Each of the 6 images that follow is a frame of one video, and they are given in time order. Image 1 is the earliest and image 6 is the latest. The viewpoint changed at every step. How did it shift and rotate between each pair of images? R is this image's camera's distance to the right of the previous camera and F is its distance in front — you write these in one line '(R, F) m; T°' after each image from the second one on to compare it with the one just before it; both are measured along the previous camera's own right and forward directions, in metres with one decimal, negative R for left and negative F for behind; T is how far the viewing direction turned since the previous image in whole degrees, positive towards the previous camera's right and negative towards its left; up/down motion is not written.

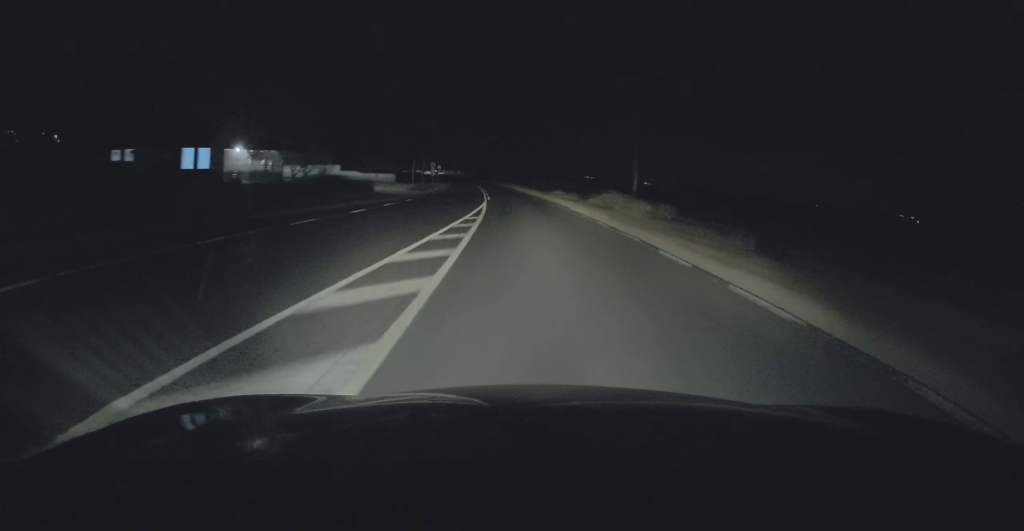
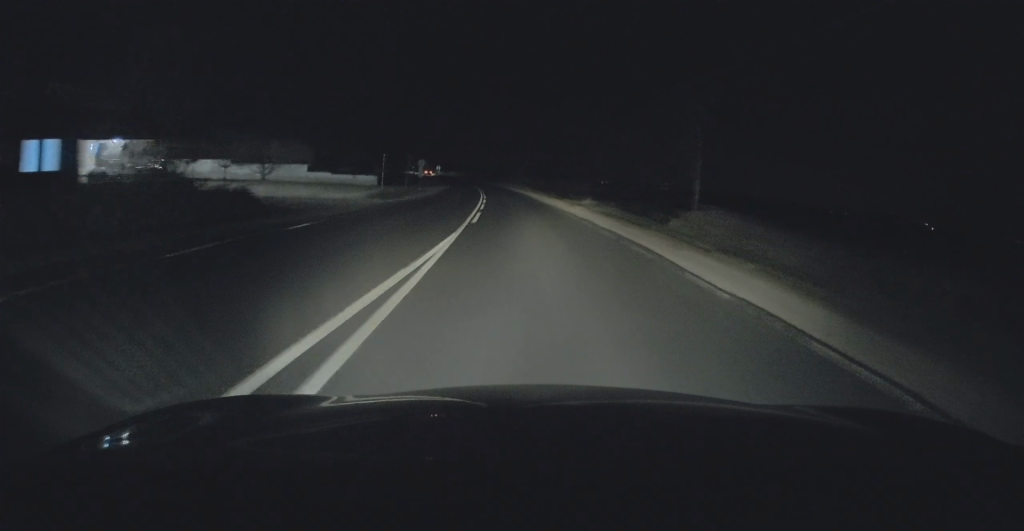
(-0.3, +18.7) m; -1°
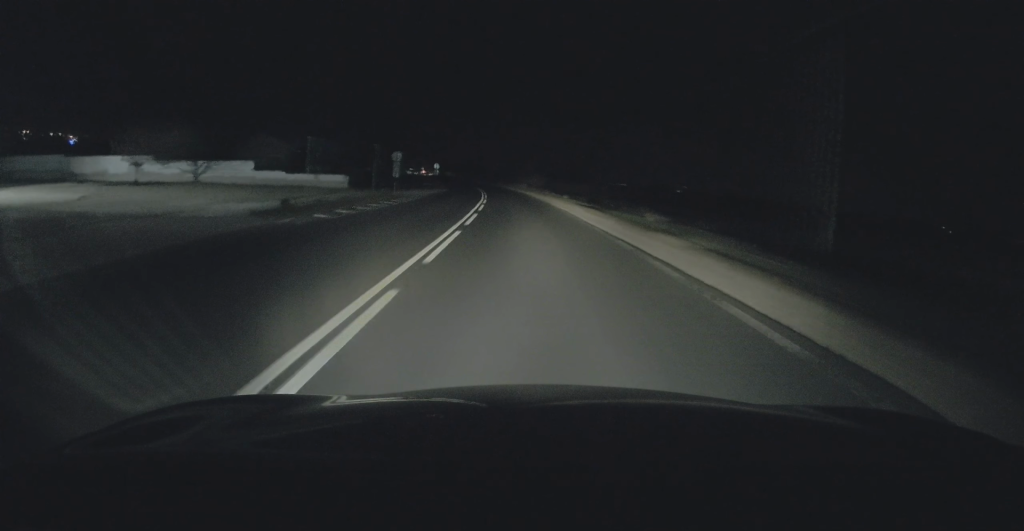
(0.0, +18.4) m; -1°
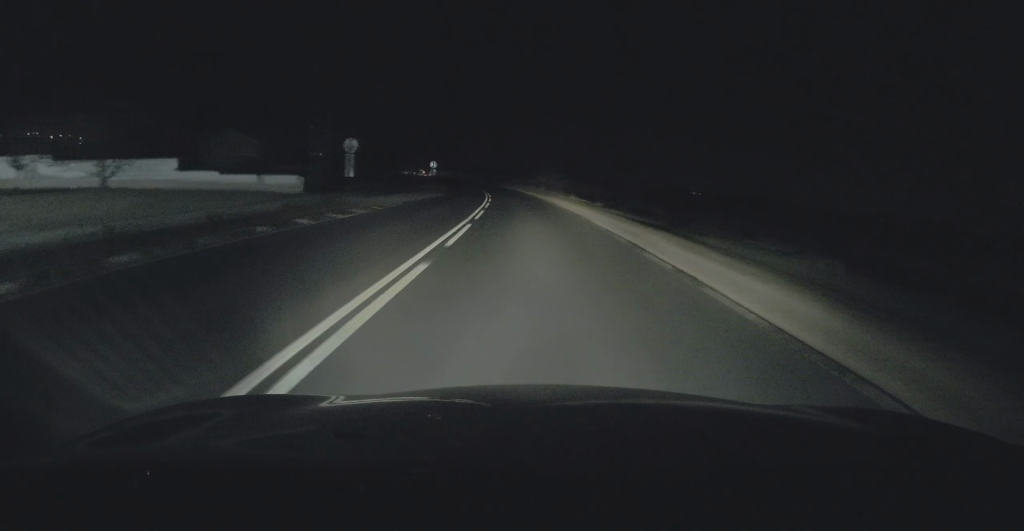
(+0.1, +14.6) m; -2°
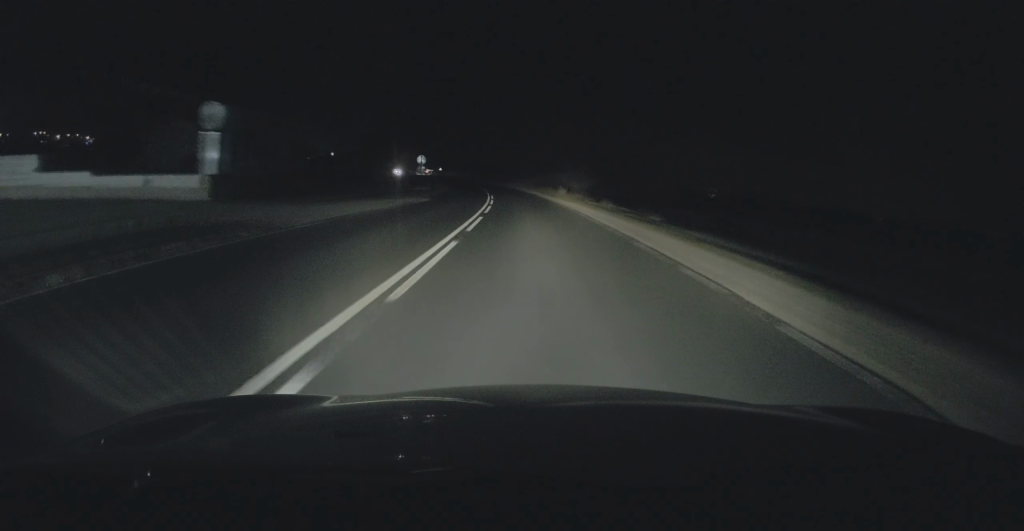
(-0.6, +14.1) m; -1°
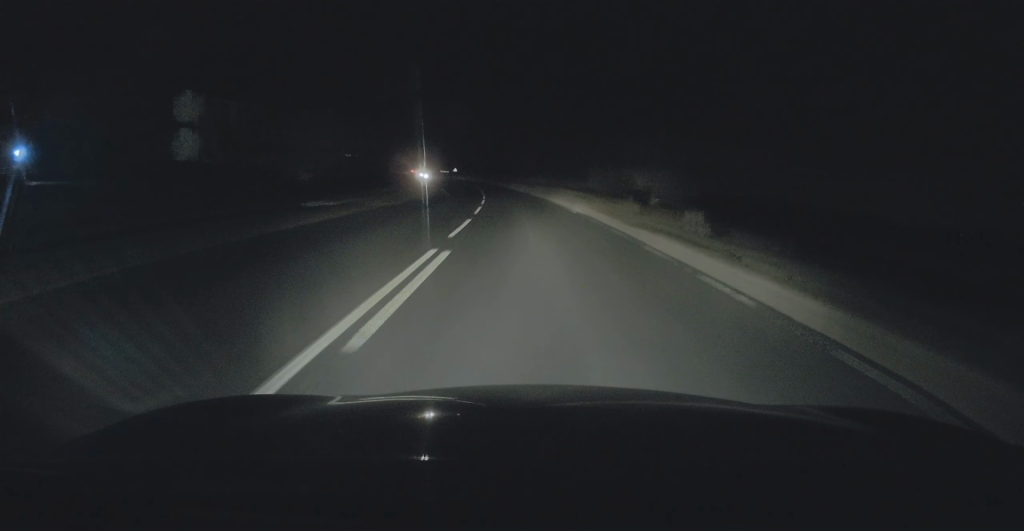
(-0.8, +36.9) m; -3°
